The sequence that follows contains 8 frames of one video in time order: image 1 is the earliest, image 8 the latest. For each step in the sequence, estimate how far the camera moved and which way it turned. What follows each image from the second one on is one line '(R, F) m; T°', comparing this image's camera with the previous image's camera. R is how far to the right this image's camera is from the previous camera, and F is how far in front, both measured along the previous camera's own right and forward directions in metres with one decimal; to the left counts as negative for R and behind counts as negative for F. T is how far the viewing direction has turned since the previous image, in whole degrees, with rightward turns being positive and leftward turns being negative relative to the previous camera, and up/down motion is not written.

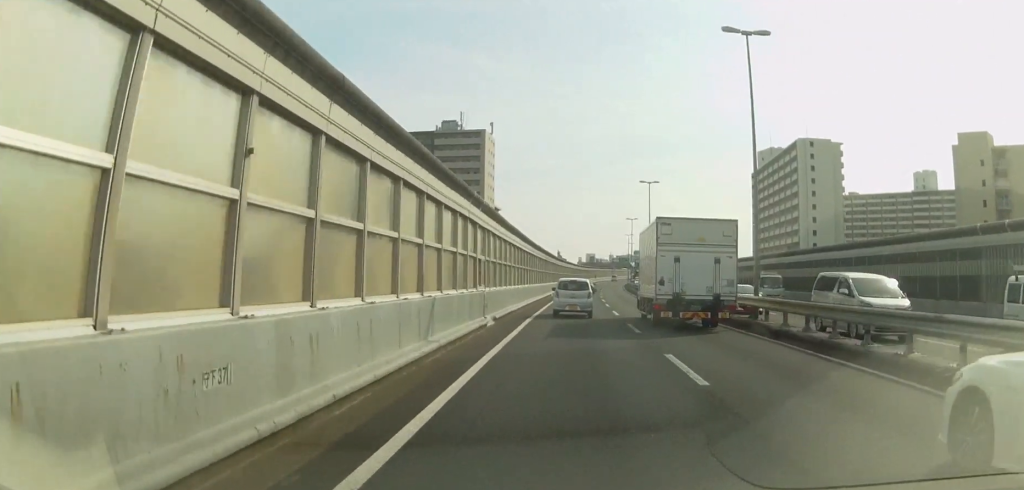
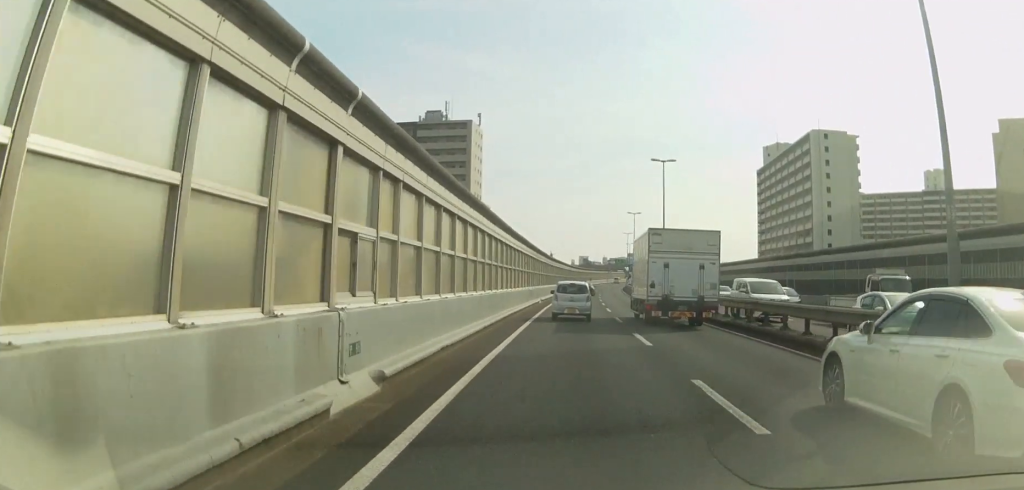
(+0.3, +13.0) m; +1°
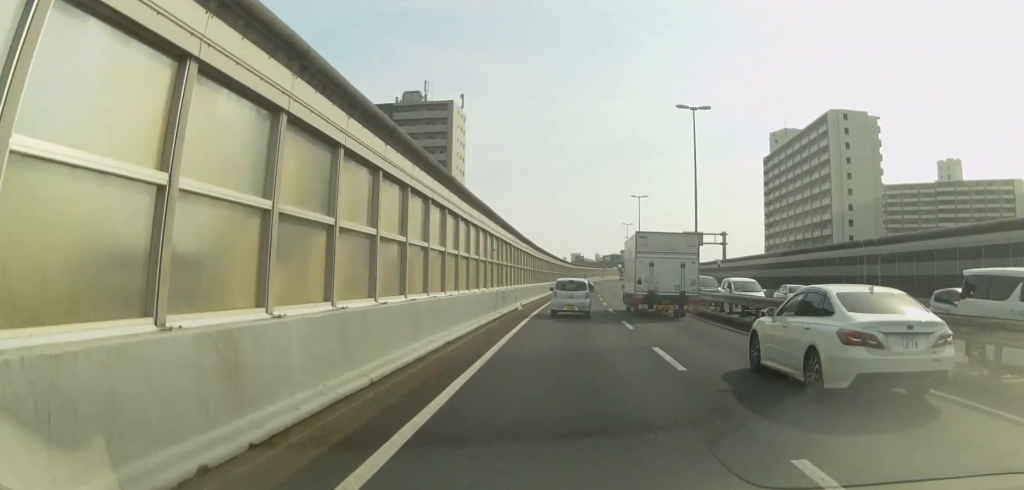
(+0.2, +15.0) m; +1°
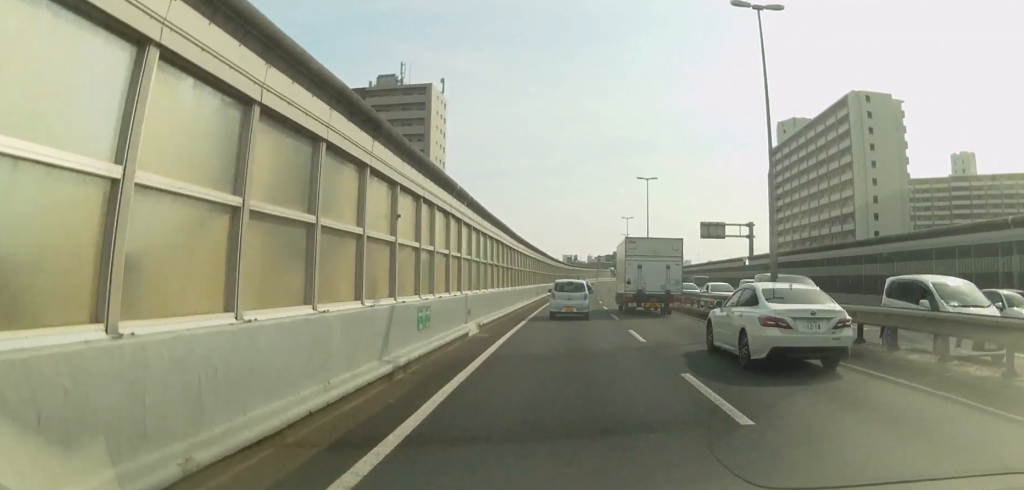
(-0.3, +14.4) m; +1°
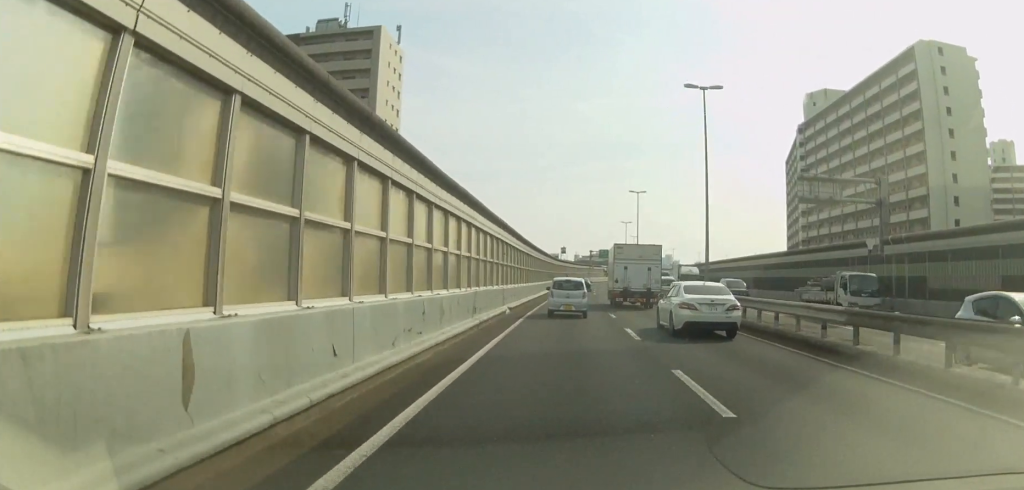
(+0.7, +29.6) m; +1°
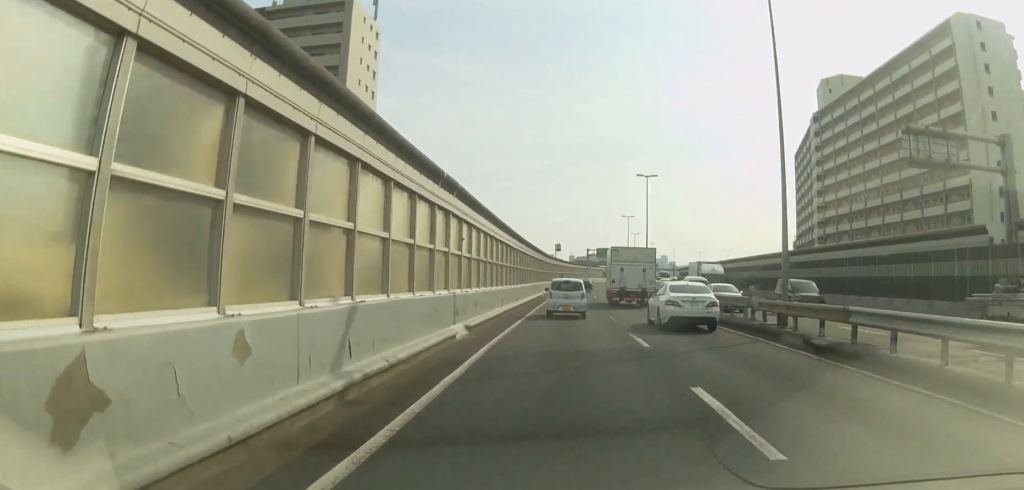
(-0.1, +11.9) m; -1°
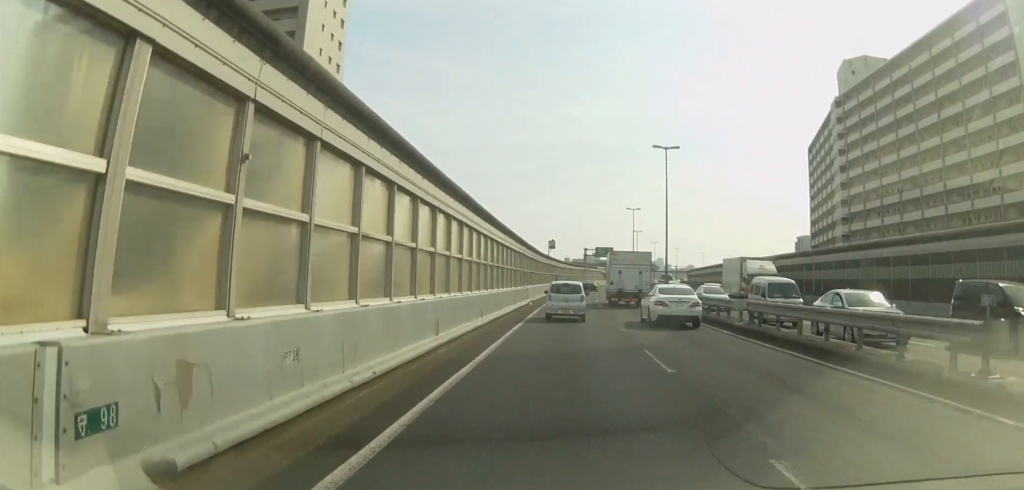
(-0.1, +14.0) m; +1°
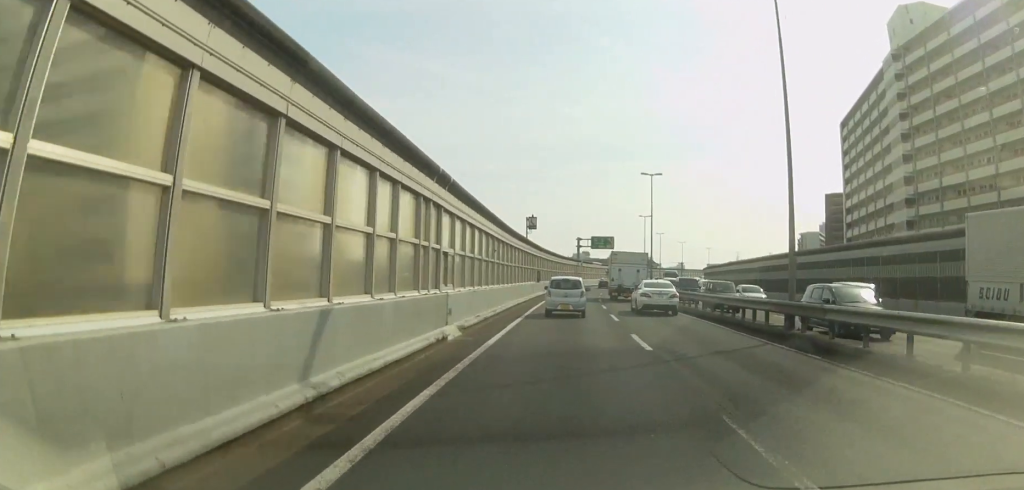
(+0.7, +27.2) m; +3°
